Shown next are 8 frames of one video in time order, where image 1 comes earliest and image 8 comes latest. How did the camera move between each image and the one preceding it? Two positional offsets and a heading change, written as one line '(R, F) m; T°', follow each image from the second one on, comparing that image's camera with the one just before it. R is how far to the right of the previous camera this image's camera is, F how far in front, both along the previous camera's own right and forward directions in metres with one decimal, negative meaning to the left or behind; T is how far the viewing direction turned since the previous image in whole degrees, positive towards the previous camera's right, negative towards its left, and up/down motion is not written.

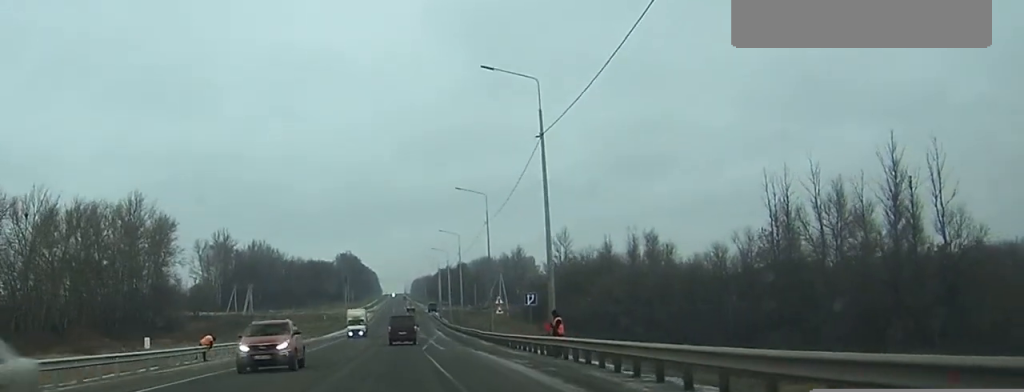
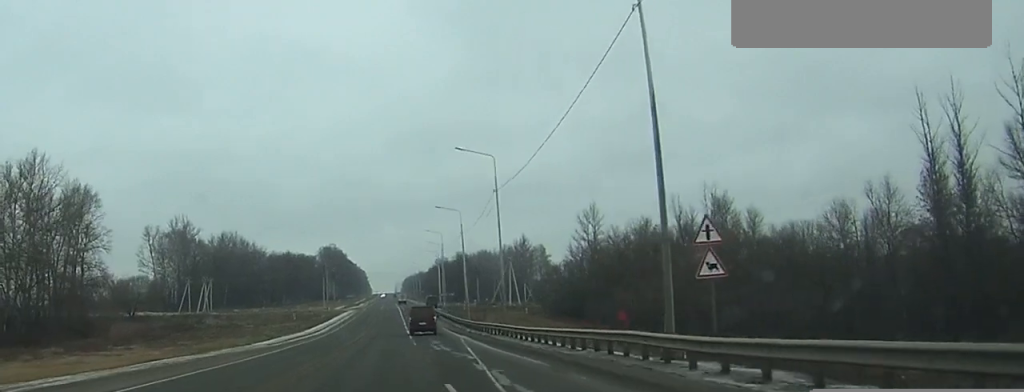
(0.0, +49.2) m; 0°
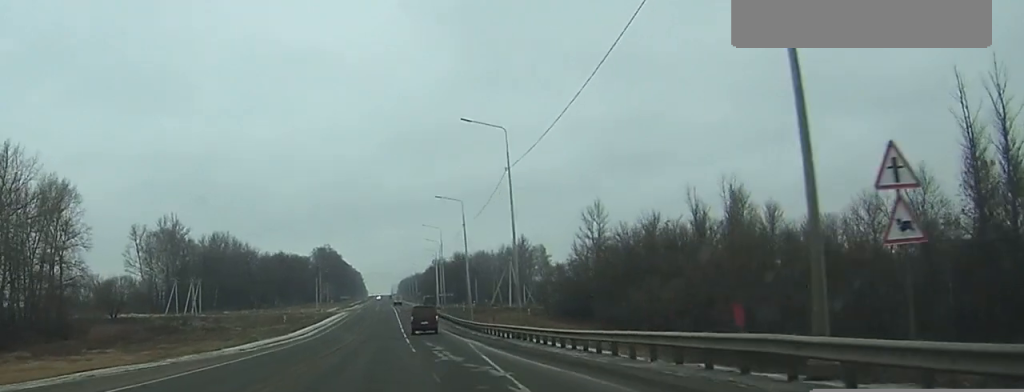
(0.0, +8.9) m; 0°
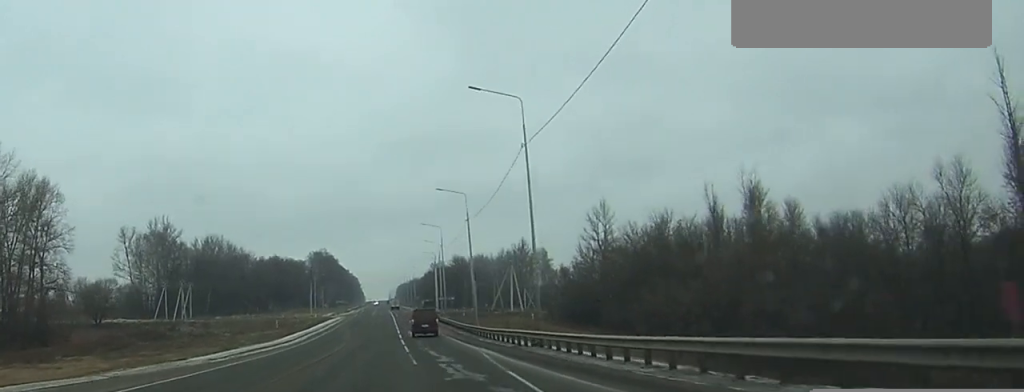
(0.0, +7.8) m; 0°
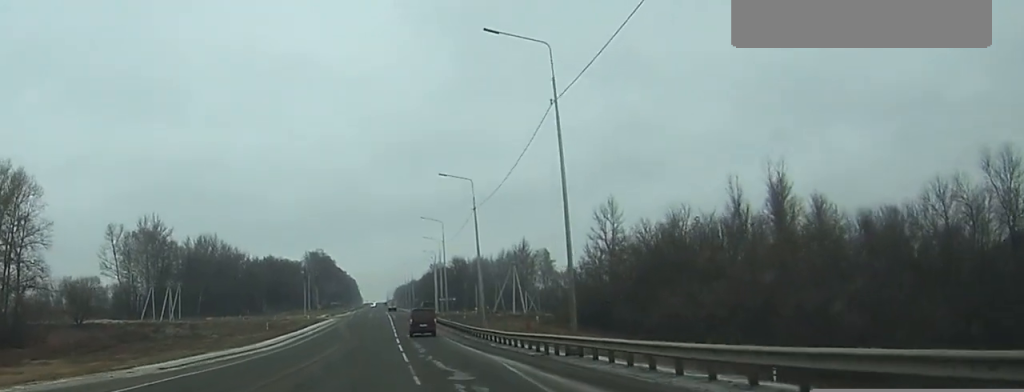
(0.0, +8.9) m; 0°
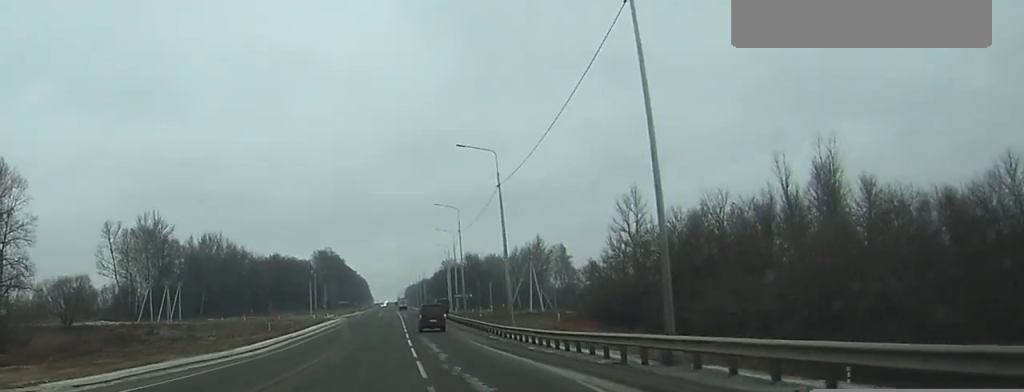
(0.0, +10.6) m; 0°
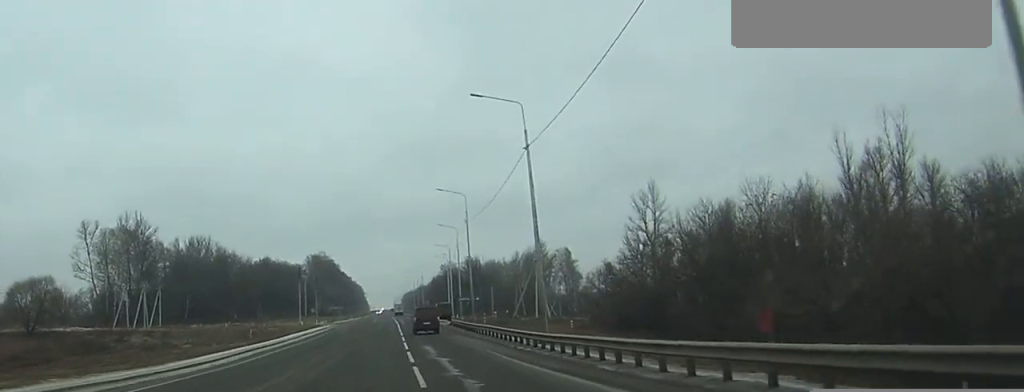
(+0.1, +14.1) m; 0°
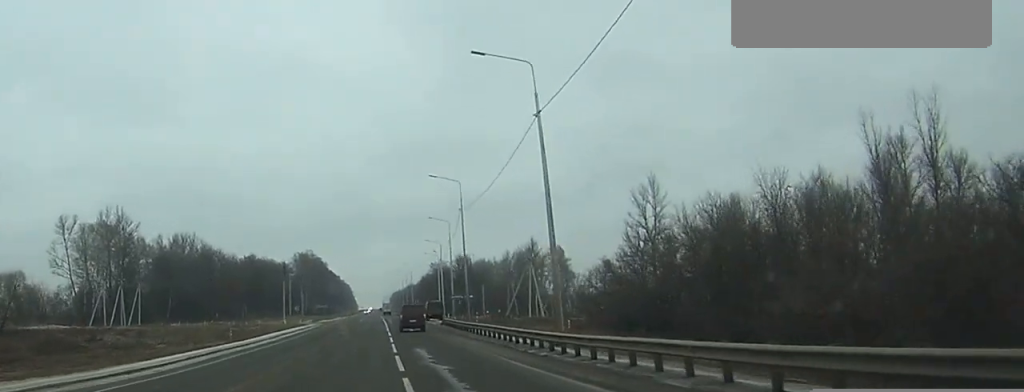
(0.0, +6.8) m; 0°
